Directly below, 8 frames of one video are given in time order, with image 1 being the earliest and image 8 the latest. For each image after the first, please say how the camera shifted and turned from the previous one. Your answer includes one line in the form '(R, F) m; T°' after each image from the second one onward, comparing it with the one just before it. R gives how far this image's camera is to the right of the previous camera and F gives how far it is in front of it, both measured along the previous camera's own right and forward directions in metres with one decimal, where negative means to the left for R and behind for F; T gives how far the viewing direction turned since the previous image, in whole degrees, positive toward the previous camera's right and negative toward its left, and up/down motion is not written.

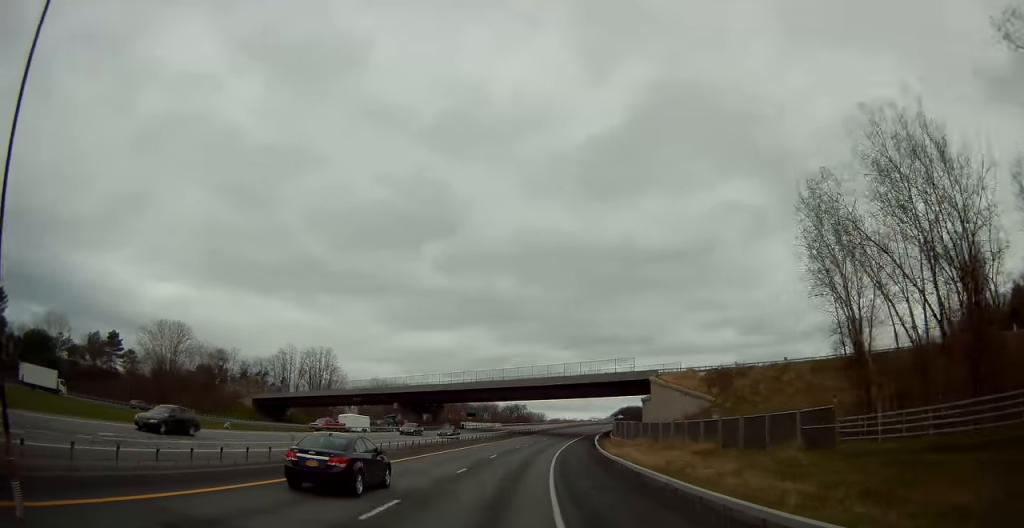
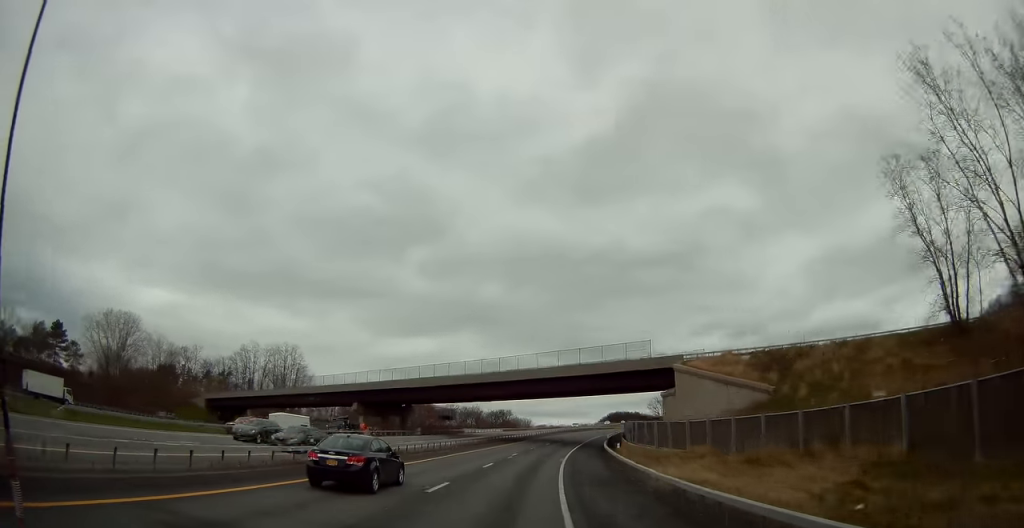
(+0.1, +18.5) m; +2°
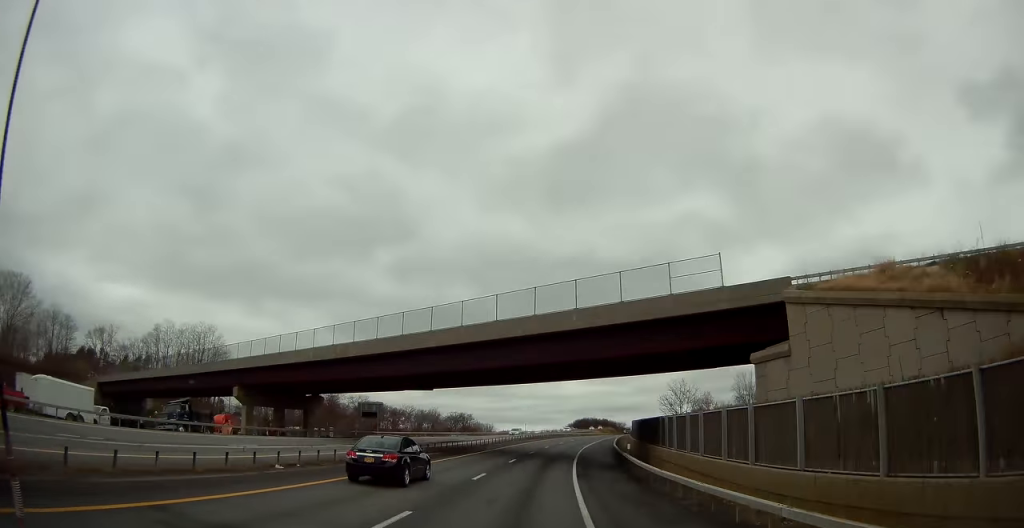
(+1.0, +31.1) m; +3°
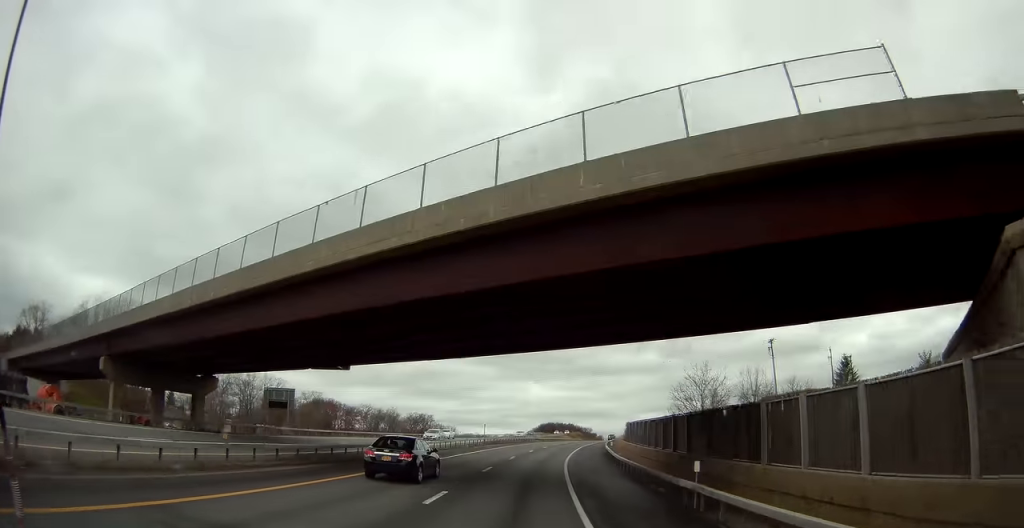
(-0.1, +19.5) m; +2°
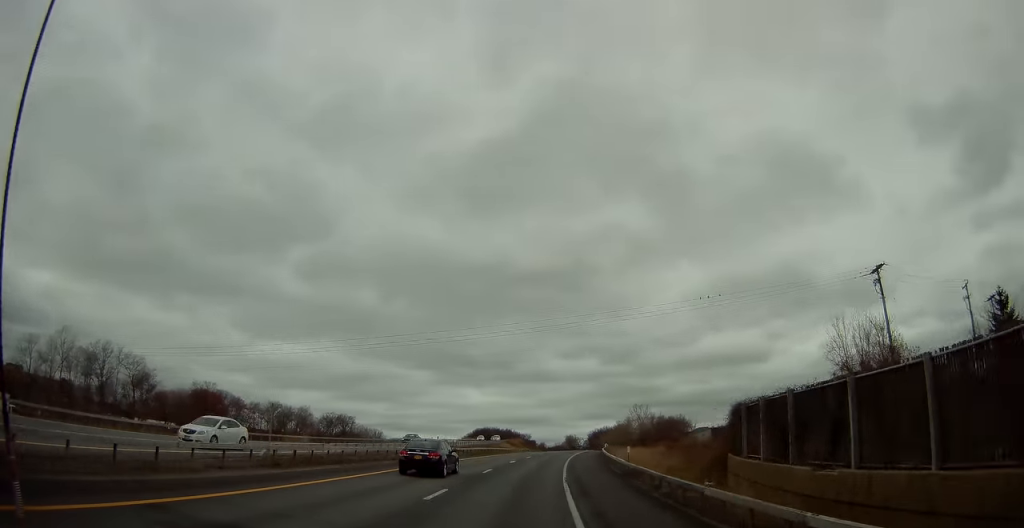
(+3.5, +48.7) m; +7°
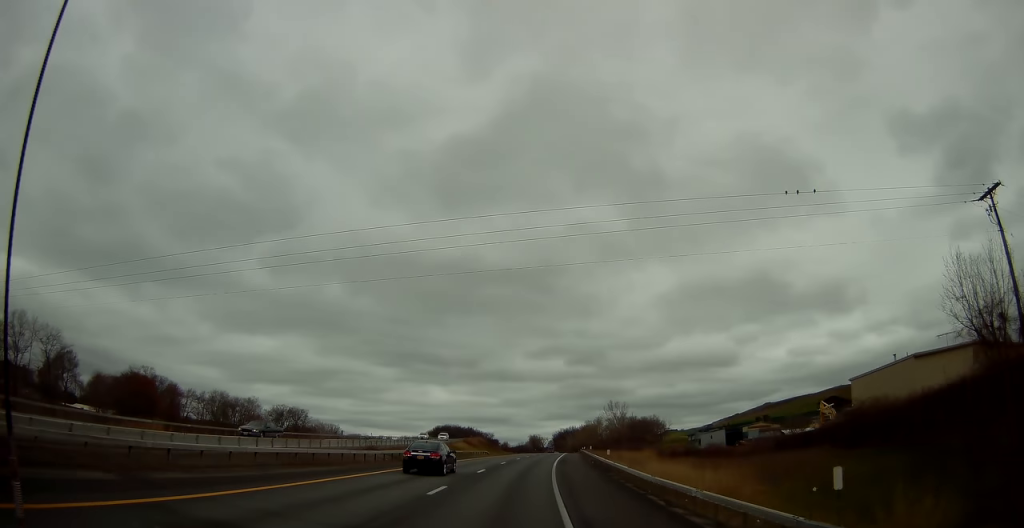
(+0.6, +22.2) m; +3°
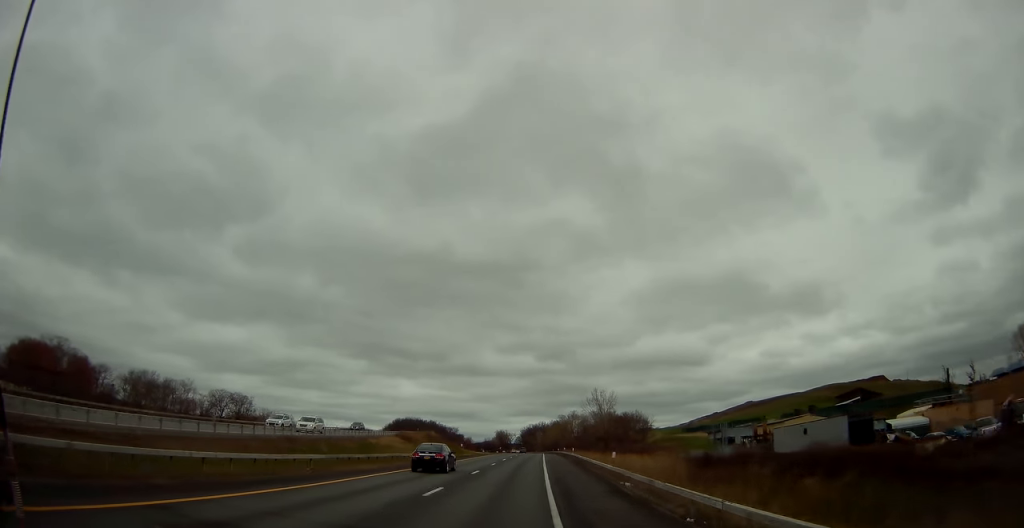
(+1.9, +35.7) m; +5°
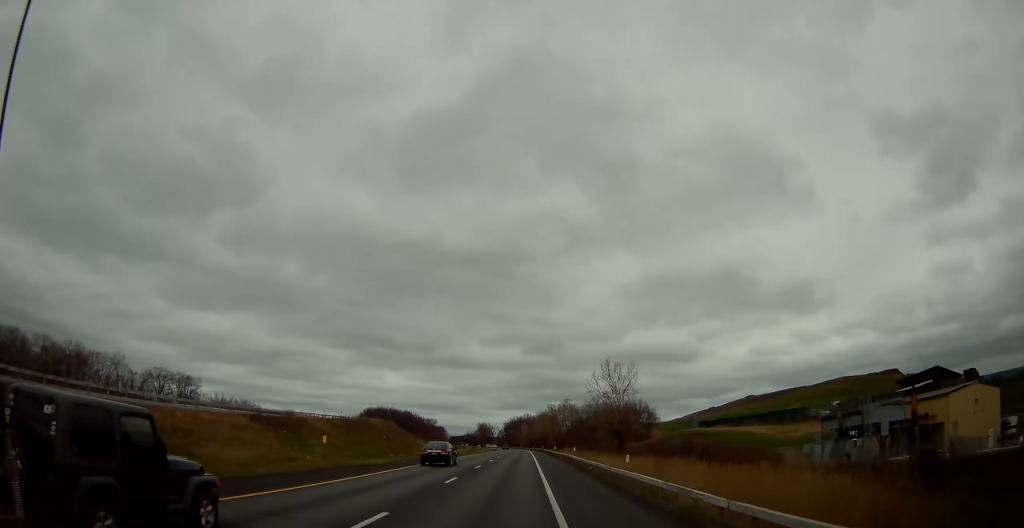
(+1.2, +43.8) m; +2°
